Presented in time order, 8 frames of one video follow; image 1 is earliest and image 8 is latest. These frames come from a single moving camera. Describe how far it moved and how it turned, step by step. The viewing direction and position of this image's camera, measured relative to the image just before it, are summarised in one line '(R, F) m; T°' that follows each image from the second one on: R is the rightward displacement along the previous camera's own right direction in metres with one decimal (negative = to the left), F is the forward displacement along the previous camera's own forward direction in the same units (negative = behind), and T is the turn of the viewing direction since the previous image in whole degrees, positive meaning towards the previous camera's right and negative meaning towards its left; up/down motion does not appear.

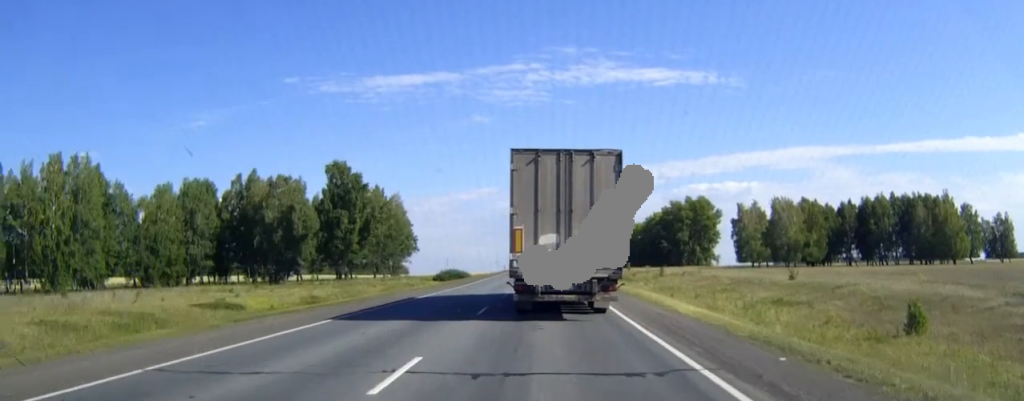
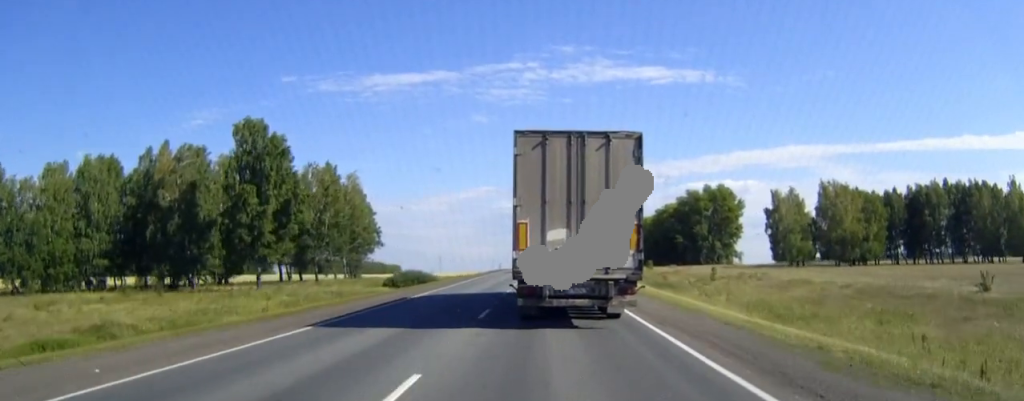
(-0.1, +37.9) m; 0°
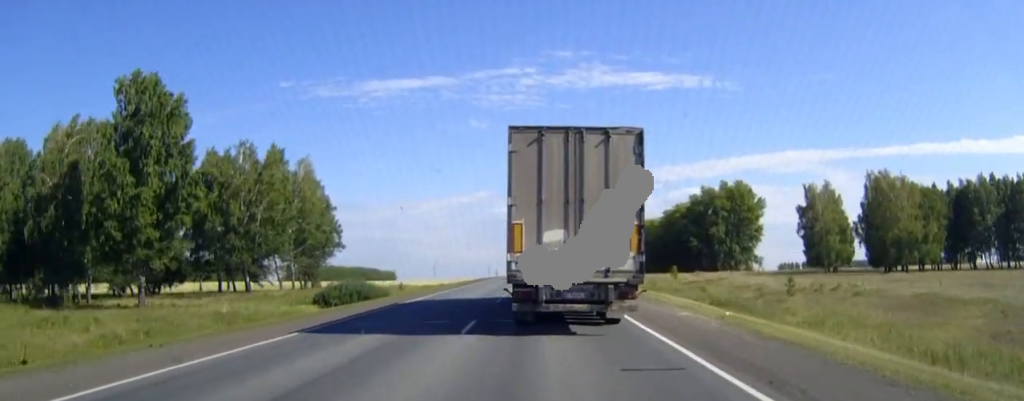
(+0.1, +27.0) m; 0°
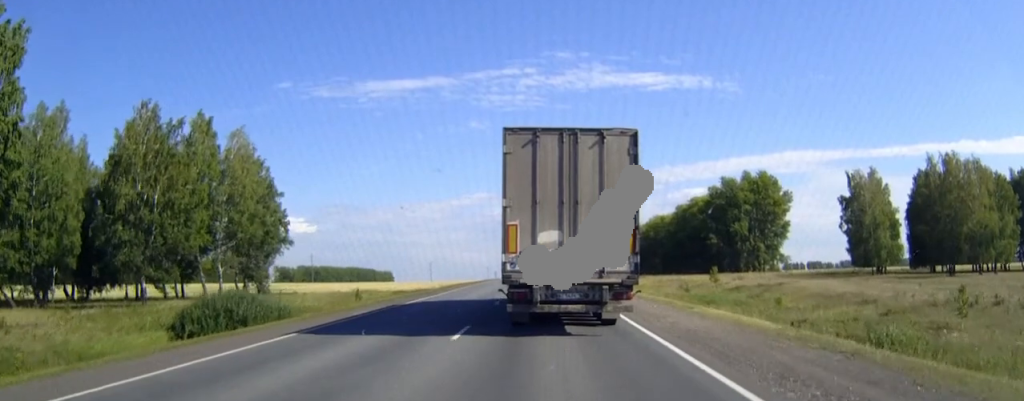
(0.0, +25.2) m; 0°
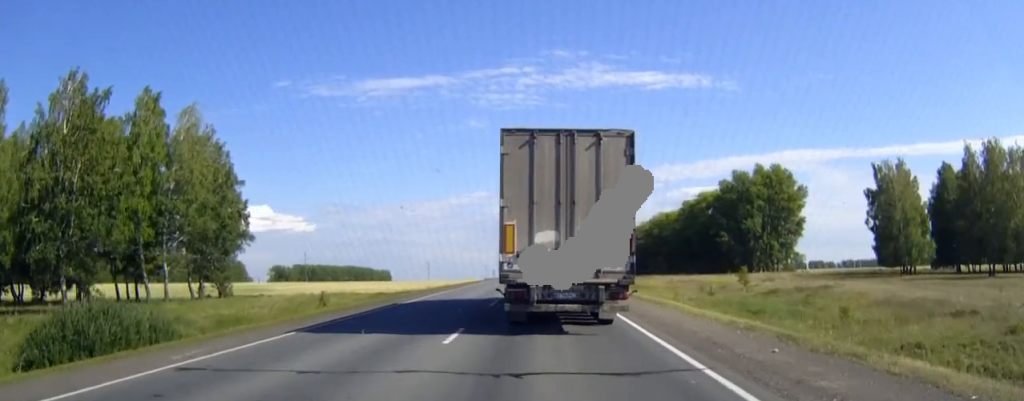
(0.0, +12.9) m; 0°
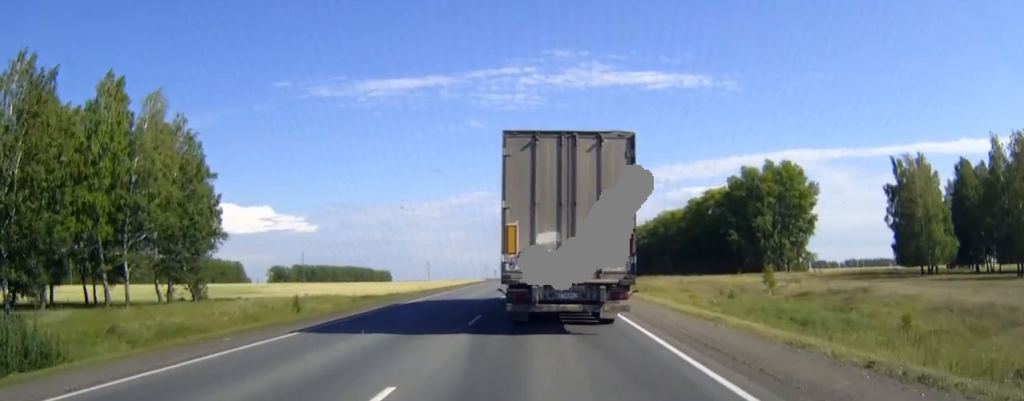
(0.0, +7.7) m; 0°
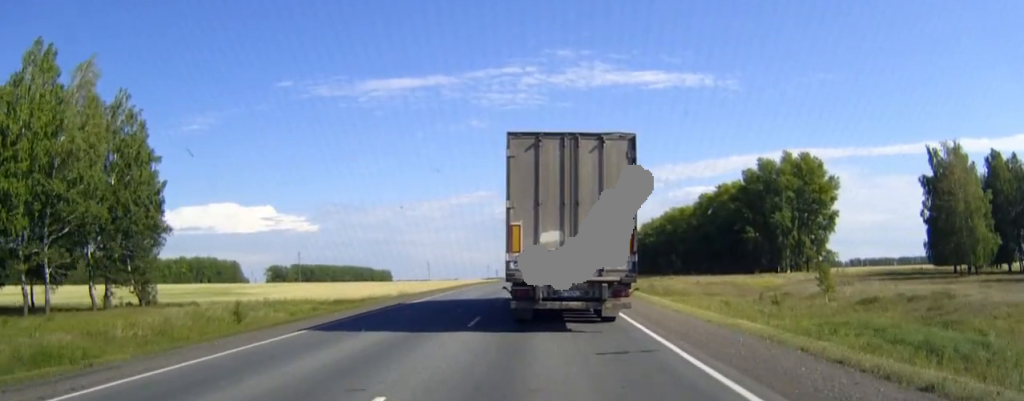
(0.0, +12.7) m; 0°
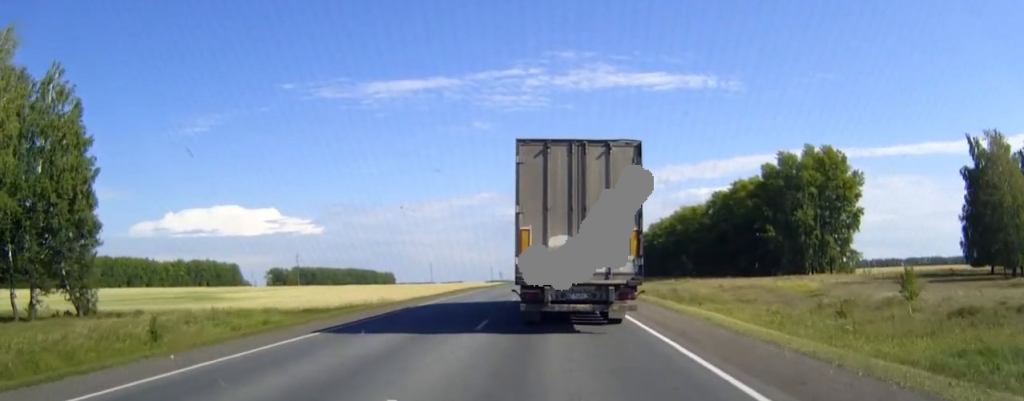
(0.0, +12.1) m; 0°
